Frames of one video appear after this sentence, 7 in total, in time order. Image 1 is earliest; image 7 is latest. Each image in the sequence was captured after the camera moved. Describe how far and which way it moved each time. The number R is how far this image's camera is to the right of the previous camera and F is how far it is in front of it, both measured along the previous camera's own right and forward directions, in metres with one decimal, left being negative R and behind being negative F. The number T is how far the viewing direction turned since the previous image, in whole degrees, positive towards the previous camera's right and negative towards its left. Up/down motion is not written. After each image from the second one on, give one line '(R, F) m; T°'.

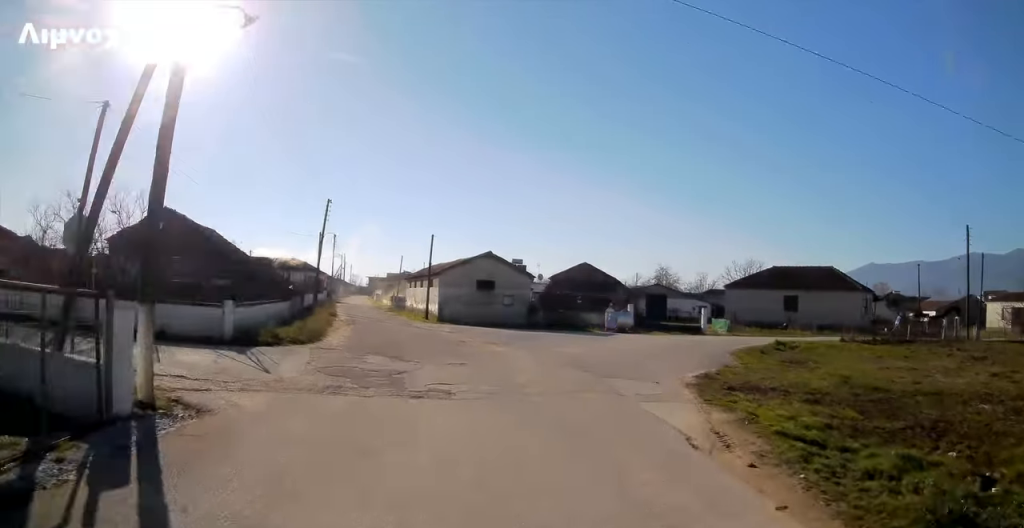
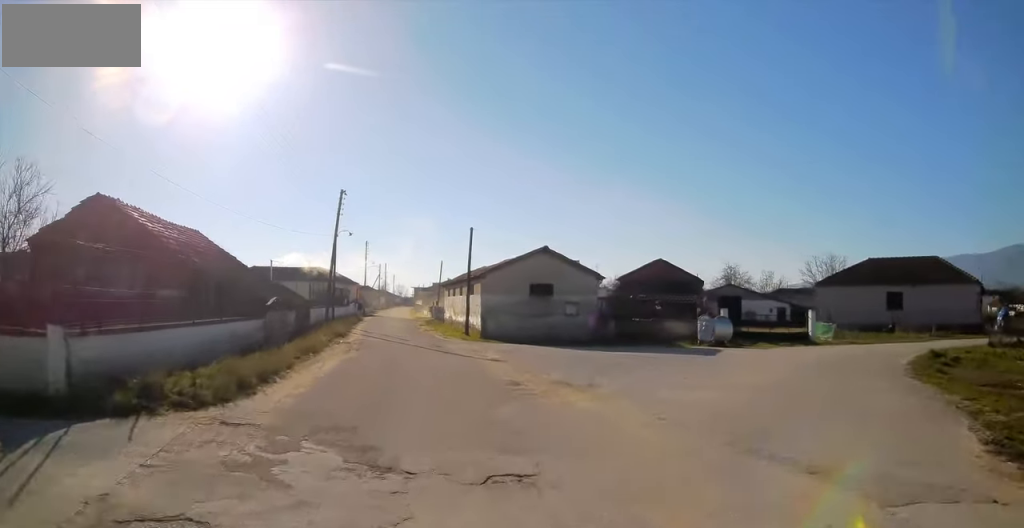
(-0.5, +8.8) m; -6°
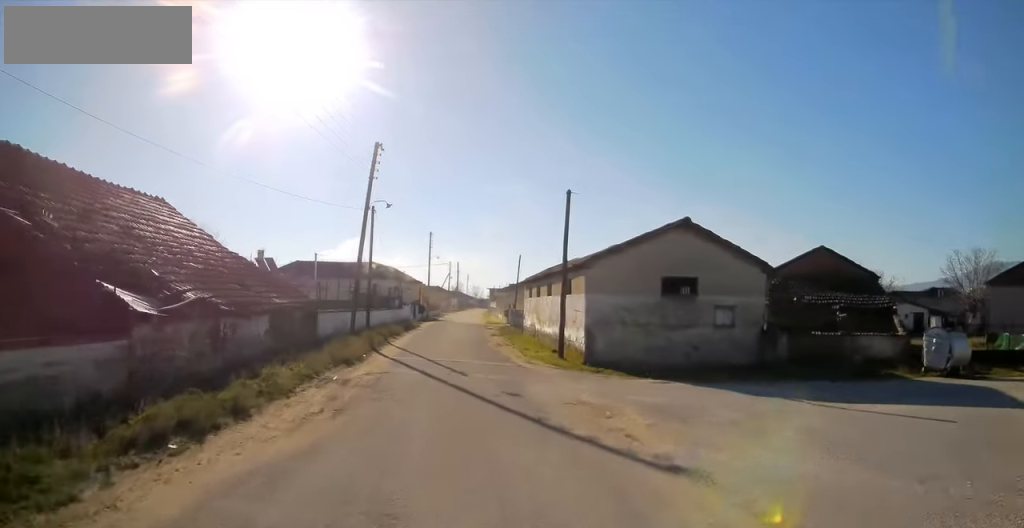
(-0.3, +11.1) m; -4°
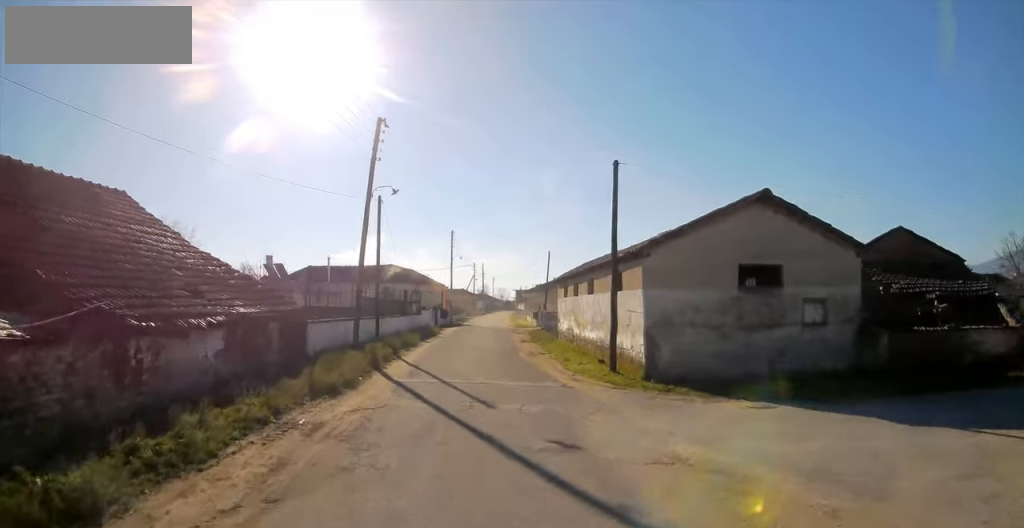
(-0.2, +4.2) m; -3°
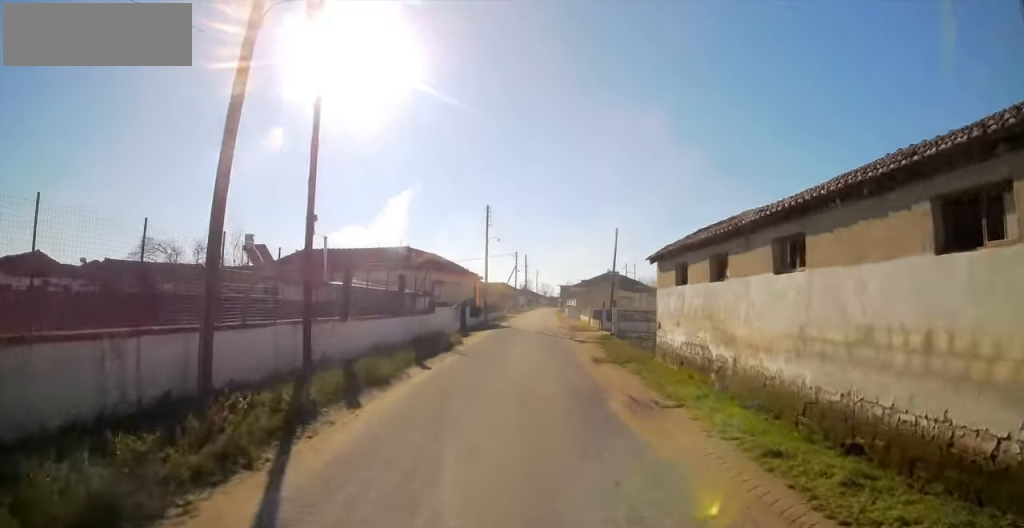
(-0.7, +12.6) m; -3°
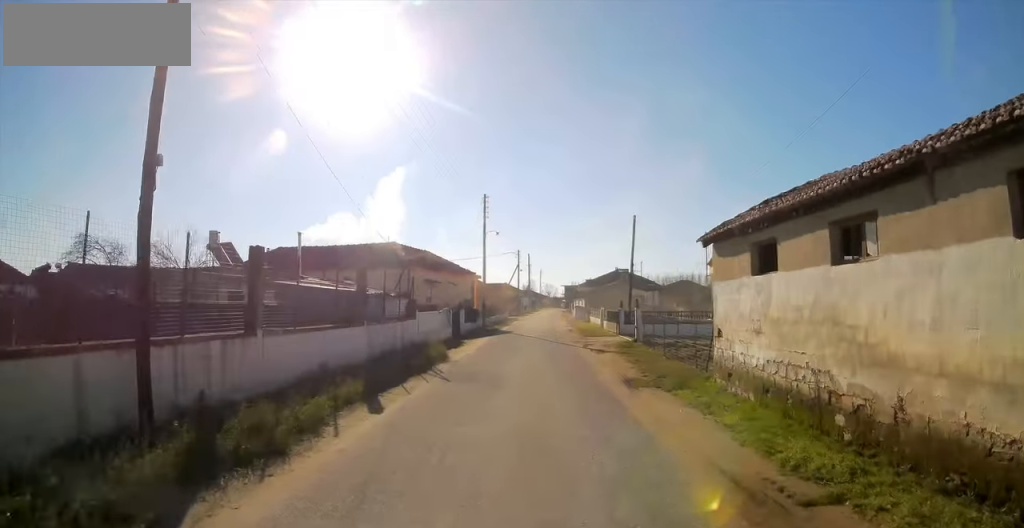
(+0.1, +5.2) m; 0°
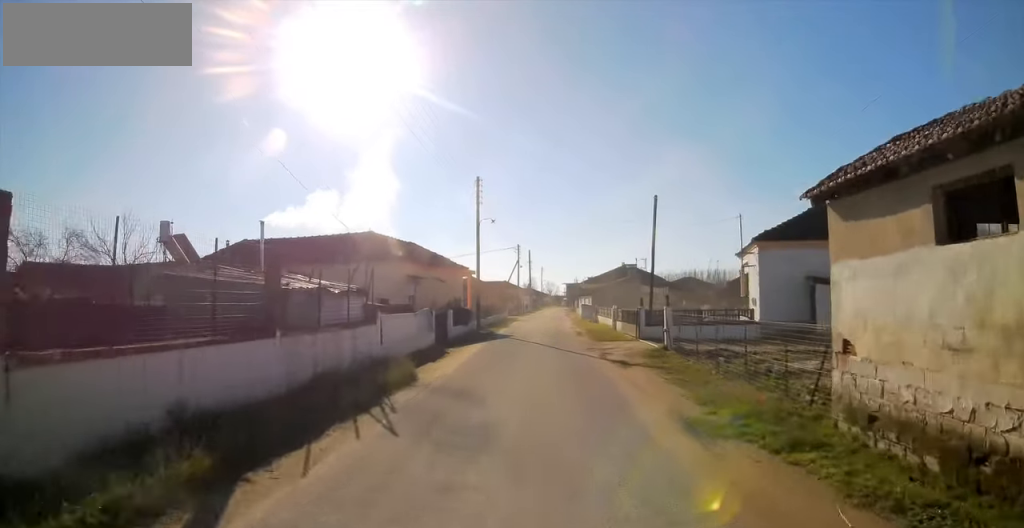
(-0.2, +5.2) m; -1°
